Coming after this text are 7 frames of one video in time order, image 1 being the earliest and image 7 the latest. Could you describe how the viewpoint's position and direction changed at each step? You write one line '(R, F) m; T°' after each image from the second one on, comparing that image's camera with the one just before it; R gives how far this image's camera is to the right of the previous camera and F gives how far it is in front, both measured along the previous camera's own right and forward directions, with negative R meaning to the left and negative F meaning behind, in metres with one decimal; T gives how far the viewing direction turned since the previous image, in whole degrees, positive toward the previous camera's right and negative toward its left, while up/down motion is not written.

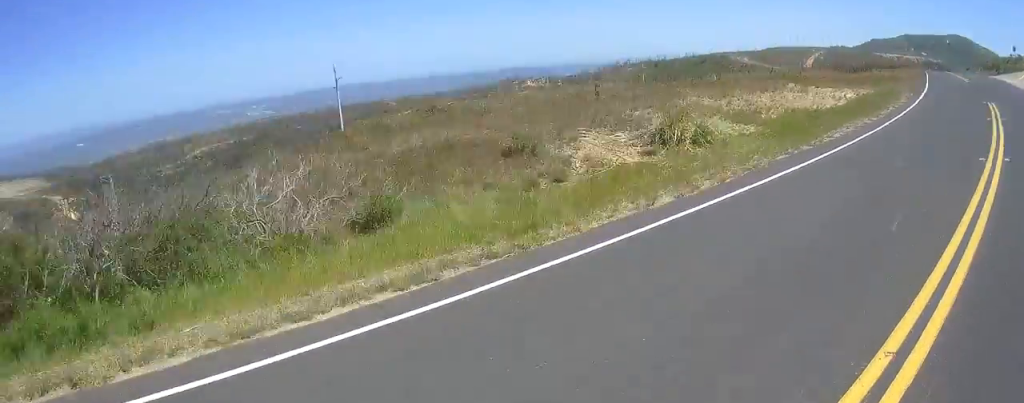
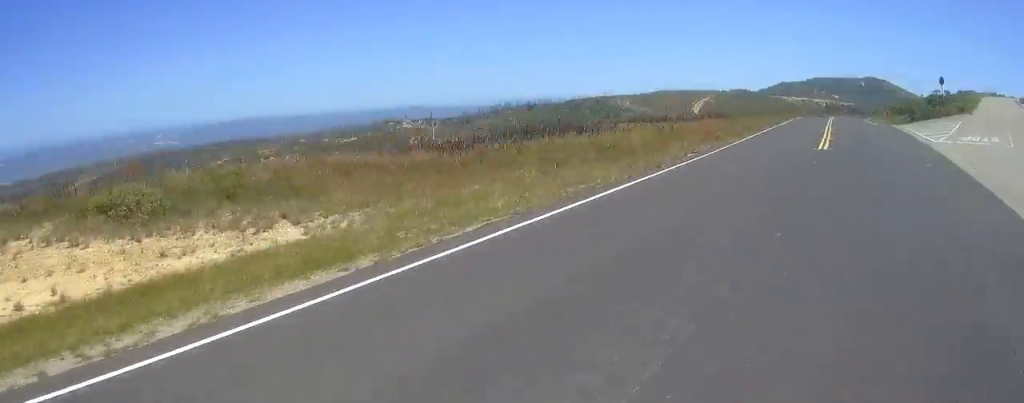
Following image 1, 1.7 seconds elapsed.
(-3.2, +28.6) m; -11°
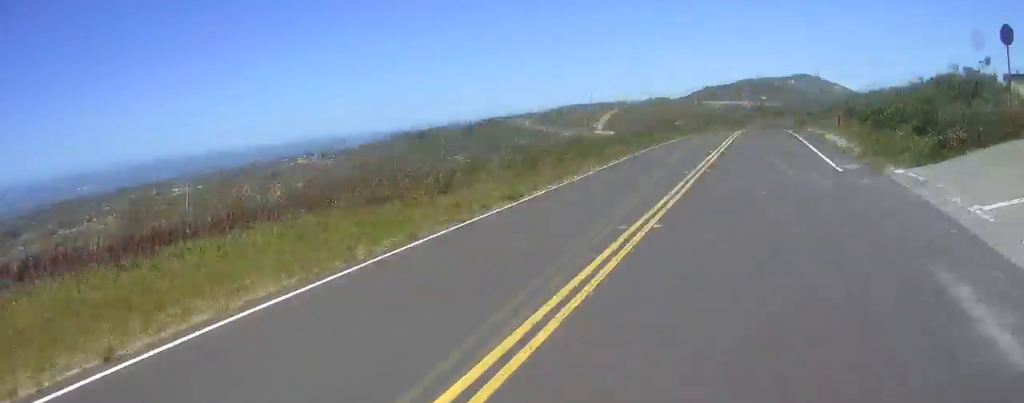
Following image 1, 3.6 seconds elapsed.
(-0.3, +31.6) m; -5°
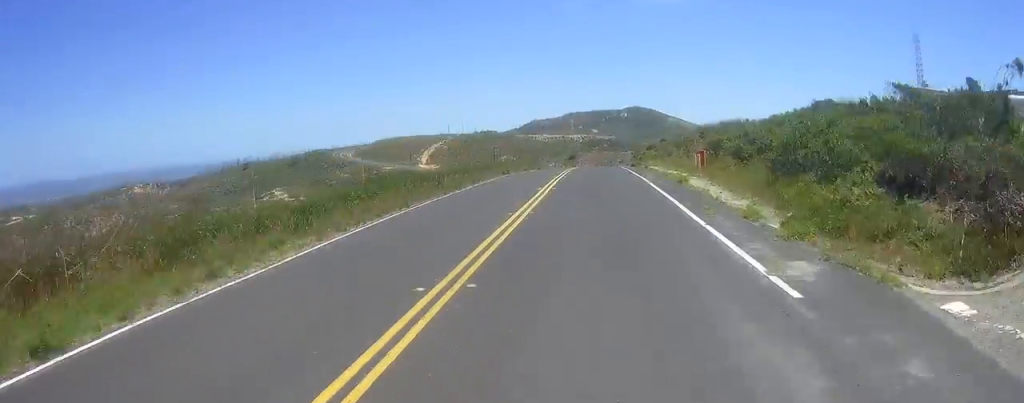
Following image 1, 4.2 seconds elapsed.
(-0.7, +9.7) m; -2°
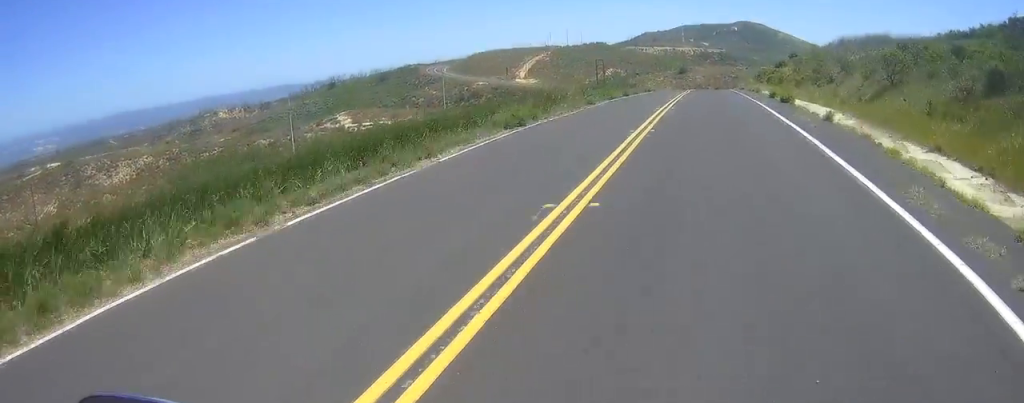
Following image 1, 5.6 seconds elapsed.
(-0.7, +24.7) m; -2°
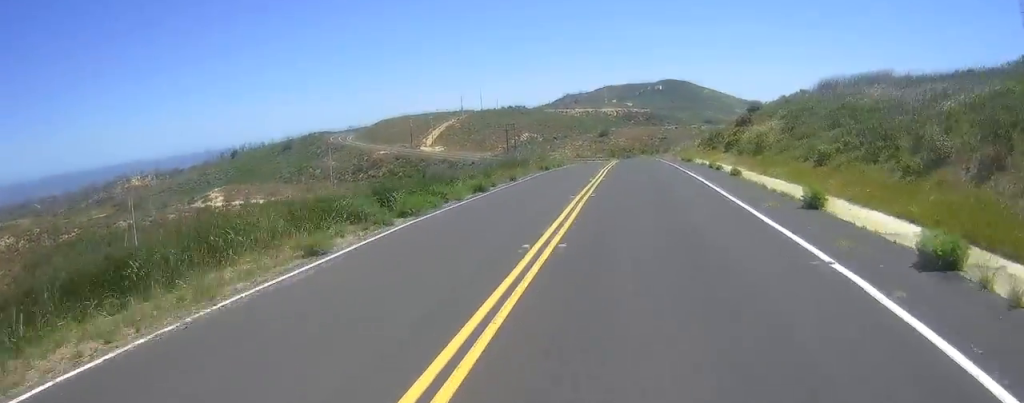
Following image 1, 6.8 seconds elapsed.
(0.0, +22.3) m; 0°
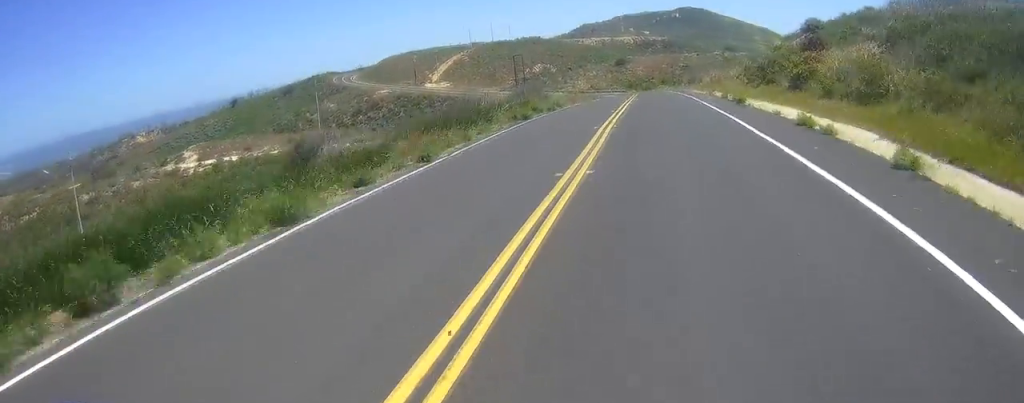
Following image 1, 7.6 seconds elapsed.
(0.0, +15.6) m; +1°
